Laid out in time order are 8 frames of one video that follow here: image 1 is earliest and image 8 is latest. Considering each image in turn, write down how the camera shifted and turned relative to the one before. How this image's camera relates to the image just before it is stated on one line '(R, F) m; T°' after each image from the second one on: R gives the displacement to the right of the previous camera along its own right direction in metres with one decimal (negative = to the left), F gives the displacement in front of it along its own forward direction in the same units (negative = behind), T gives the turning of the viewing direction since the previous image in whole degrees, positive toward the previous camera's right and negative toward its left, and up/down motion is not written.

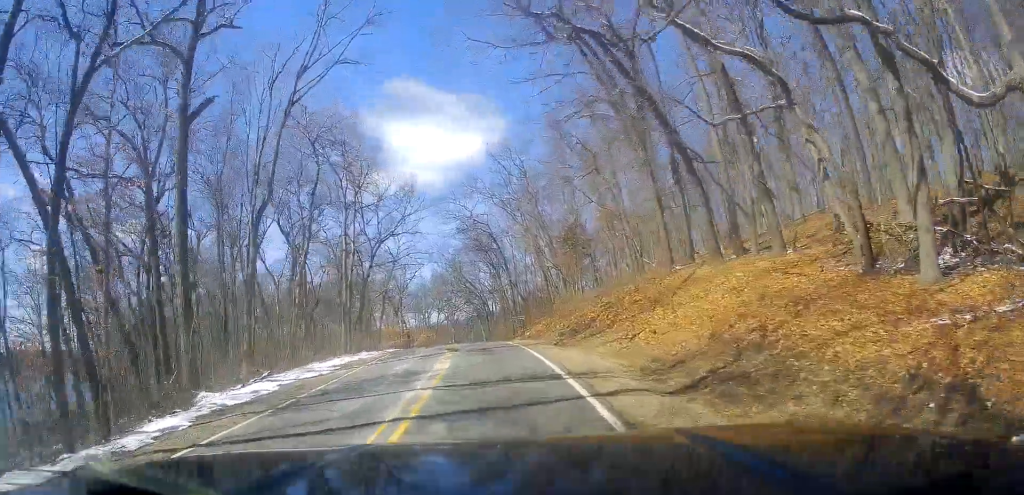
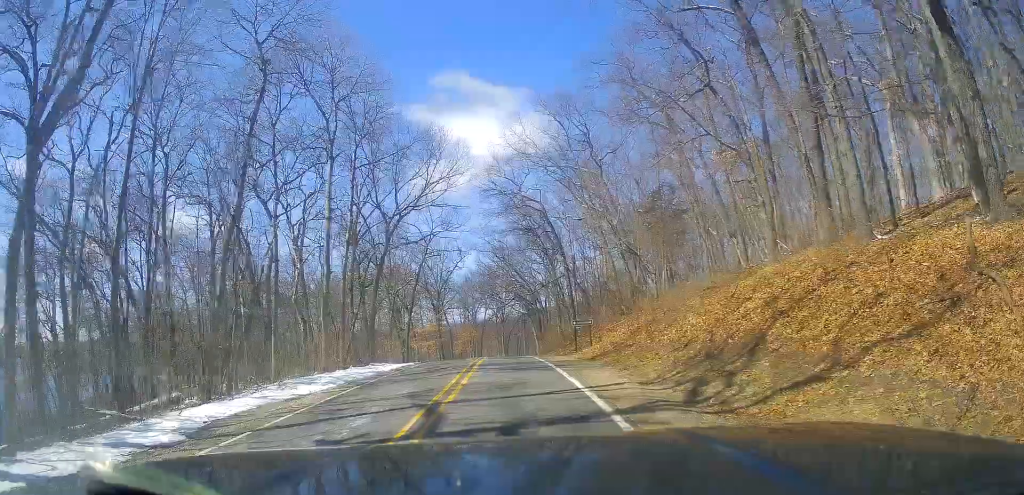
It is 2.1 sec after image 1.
(-1.1, +15.4) m; -4°
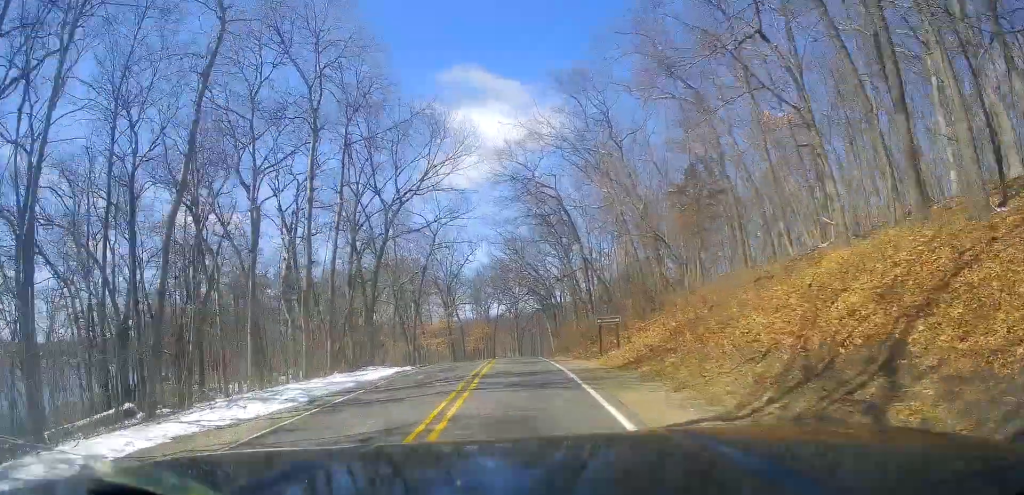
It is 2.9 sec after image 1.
(+0.1, +5.0) m; 0°
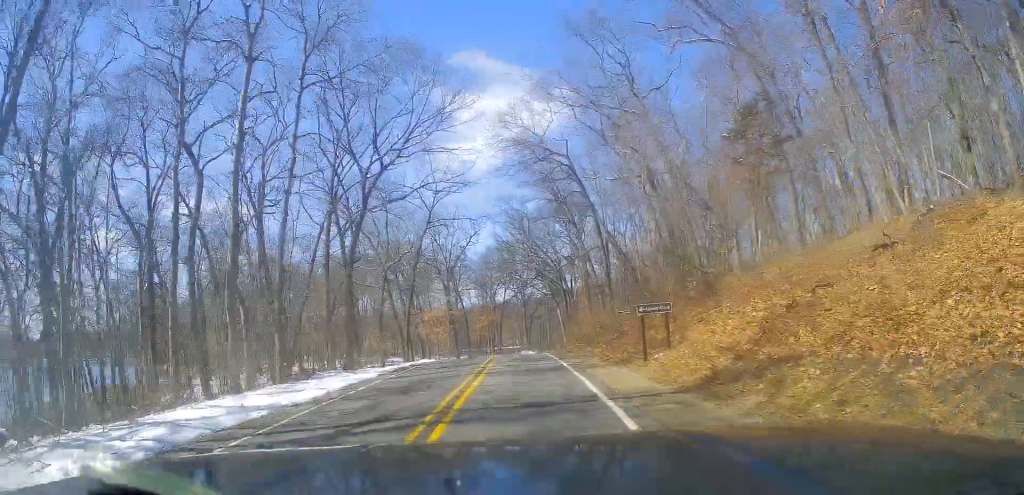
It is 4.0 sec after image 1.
(-0.2, +8.0) m; -4°
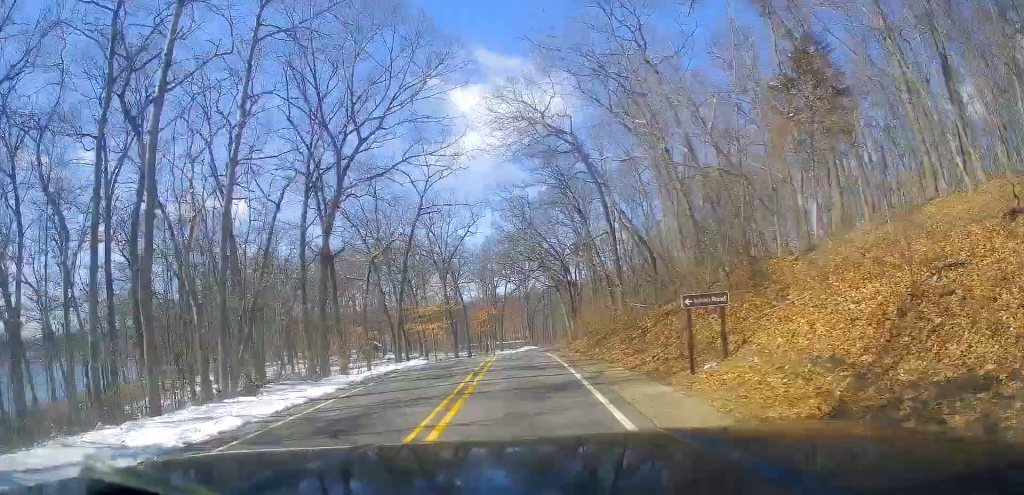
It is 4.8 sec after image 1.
(-0.3, +5.1) m; -1°
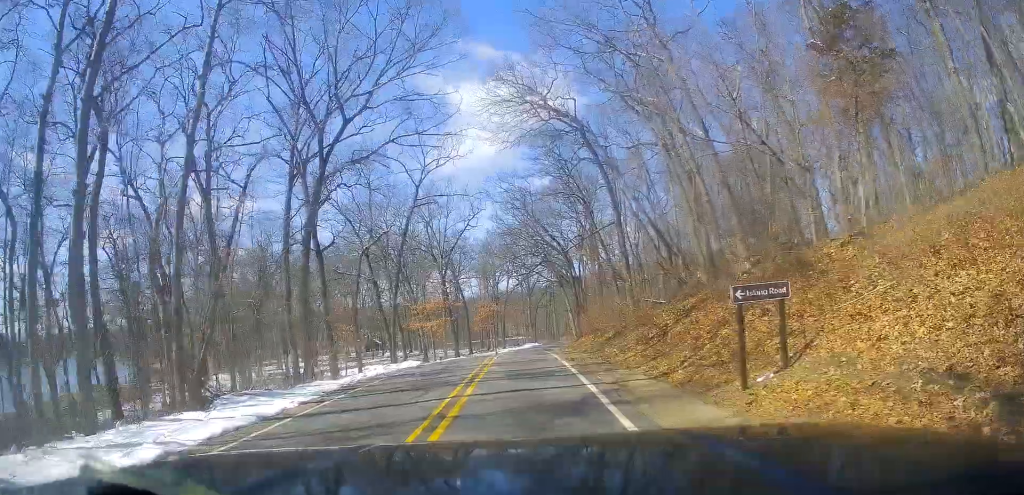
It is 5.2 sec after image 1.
(+0.2, +2.9) m; +1°
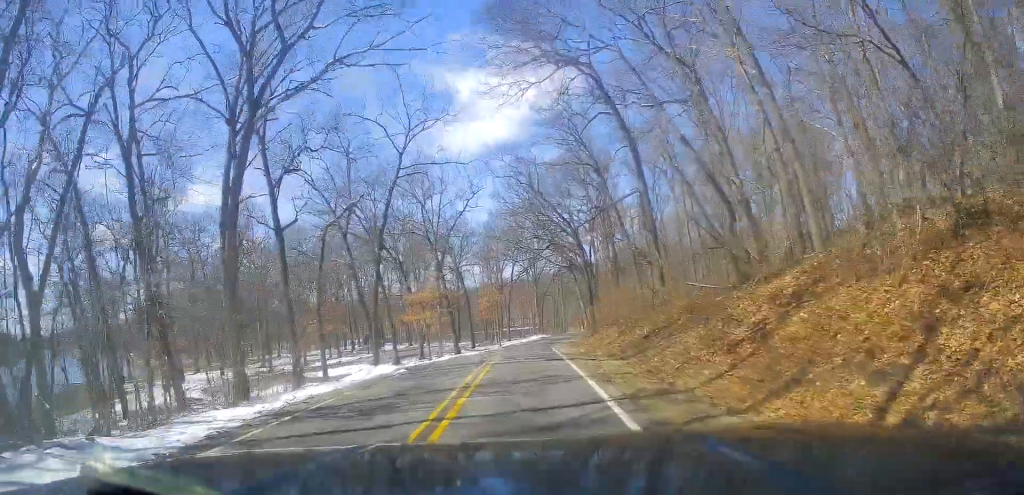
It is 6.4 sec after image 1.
(0.0, +7.8) m; -2°
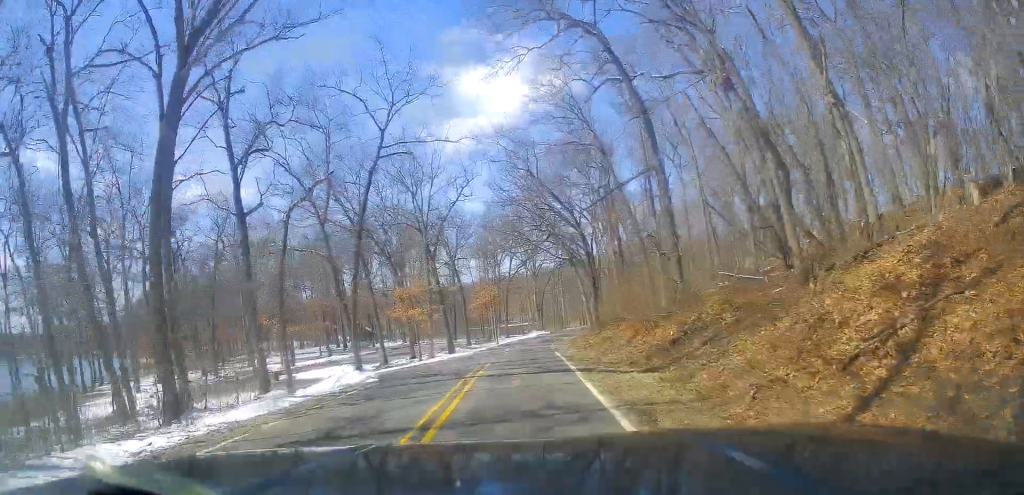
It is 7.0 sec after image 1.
(-0.1, +4.7) m; -1°
